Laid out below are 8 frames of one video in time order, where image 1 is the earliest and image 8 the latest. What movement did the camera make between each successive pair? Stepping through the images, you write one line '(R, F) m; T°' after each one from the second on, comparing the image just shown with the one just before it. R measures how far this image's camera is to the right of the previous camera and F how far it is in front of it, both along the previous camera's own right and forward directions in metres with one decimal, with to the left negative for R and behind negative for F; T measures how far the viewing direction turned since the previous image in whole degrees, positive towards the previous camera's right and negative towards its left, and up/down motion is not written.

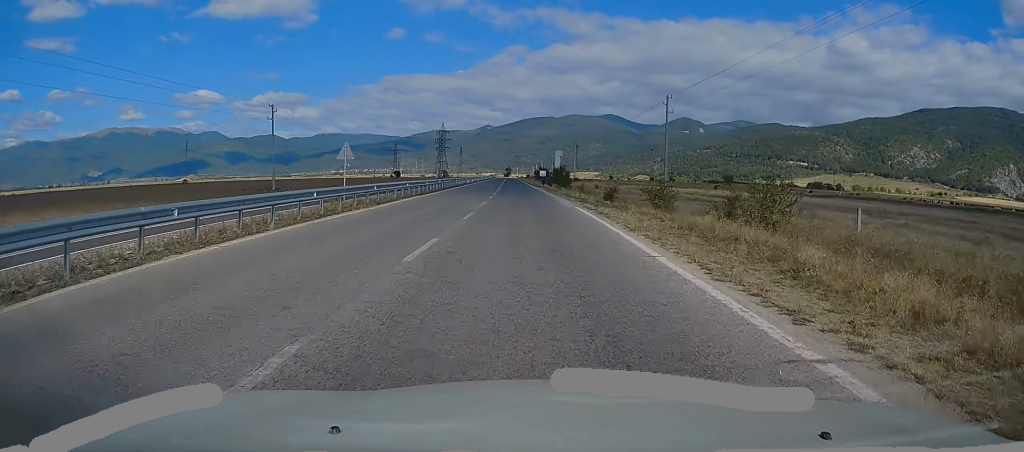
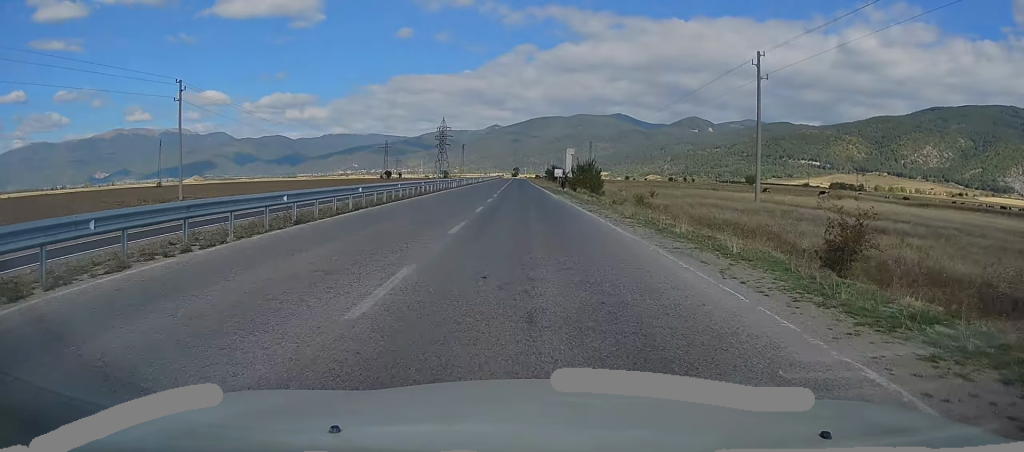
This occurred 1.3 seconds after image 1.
(-0.3, +26.9) m; -1°
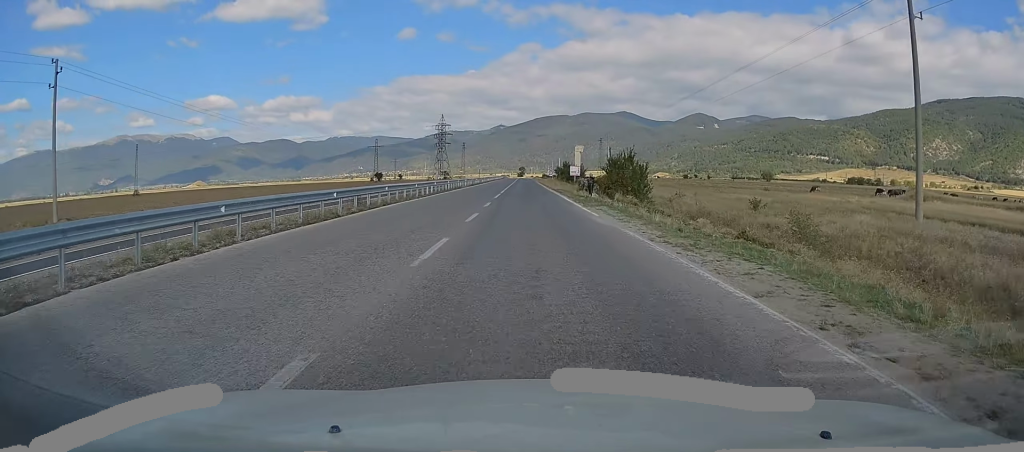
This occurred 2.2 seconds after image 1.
(0.0, +19.7) m; -1°
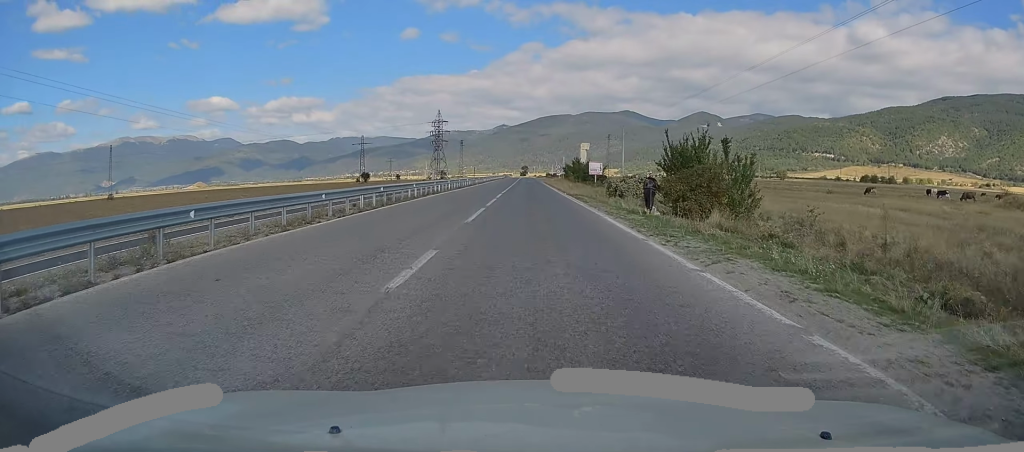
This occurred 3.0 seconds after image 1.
(-0.1, +17.4) m; 0°
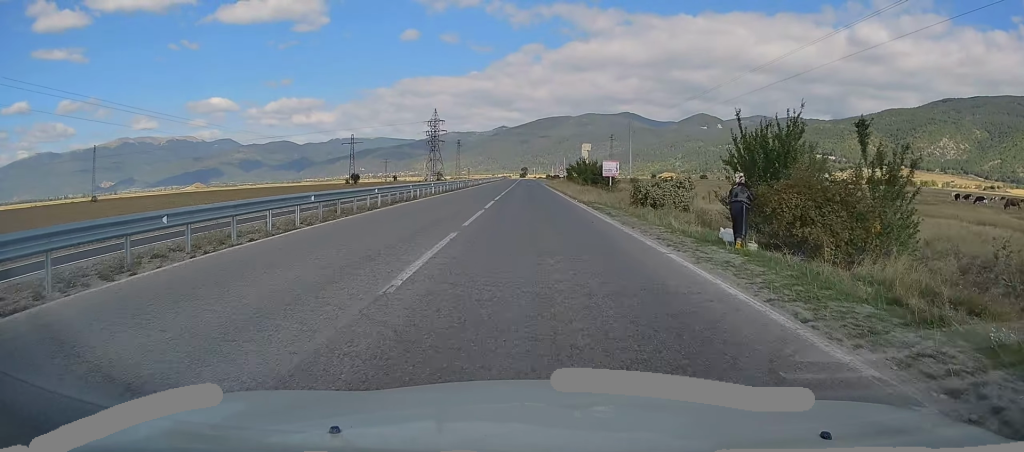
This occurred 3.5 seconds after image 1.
(0.0, +9.0) m; 0°
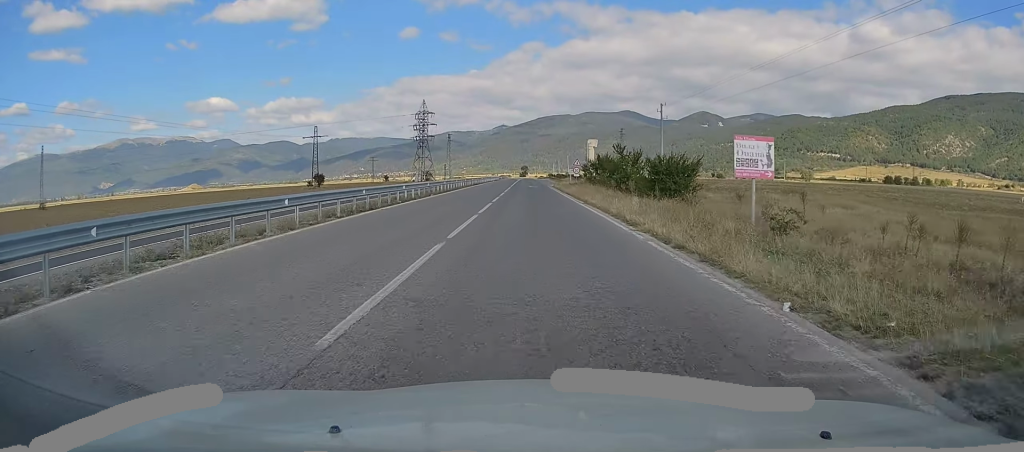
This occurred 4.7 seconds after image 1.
(+0.2, +25.9) m; +1°
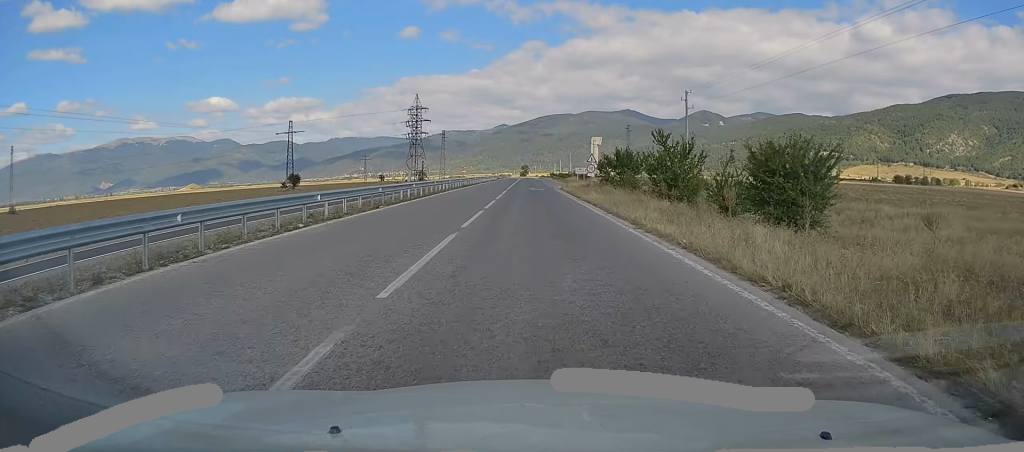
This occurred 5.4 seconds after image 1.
(0.0, +13.3) m; 0°
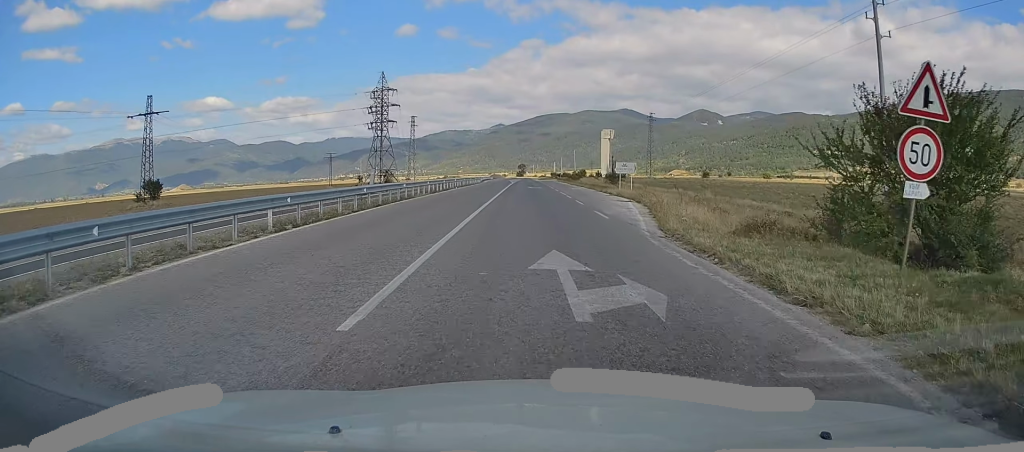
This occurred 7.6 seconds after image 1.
(-0.2, +42.3) m; -1°
